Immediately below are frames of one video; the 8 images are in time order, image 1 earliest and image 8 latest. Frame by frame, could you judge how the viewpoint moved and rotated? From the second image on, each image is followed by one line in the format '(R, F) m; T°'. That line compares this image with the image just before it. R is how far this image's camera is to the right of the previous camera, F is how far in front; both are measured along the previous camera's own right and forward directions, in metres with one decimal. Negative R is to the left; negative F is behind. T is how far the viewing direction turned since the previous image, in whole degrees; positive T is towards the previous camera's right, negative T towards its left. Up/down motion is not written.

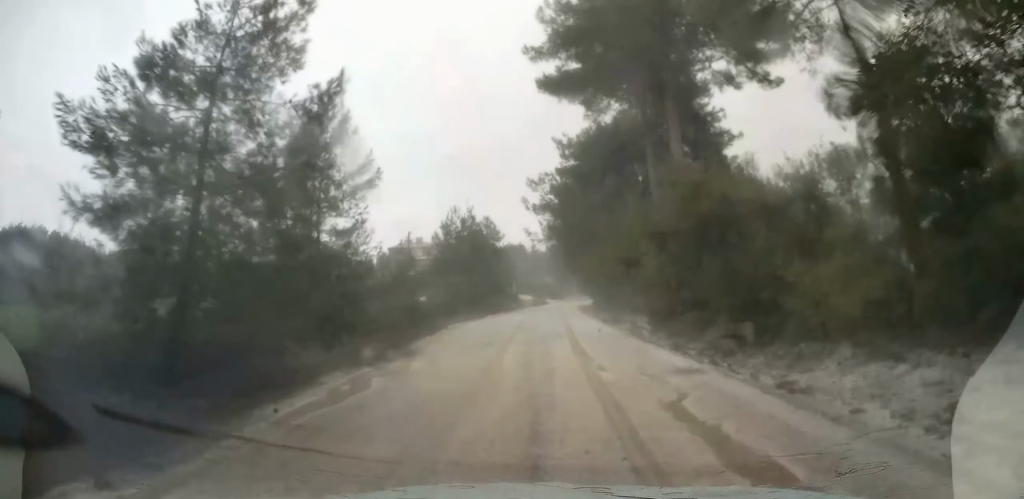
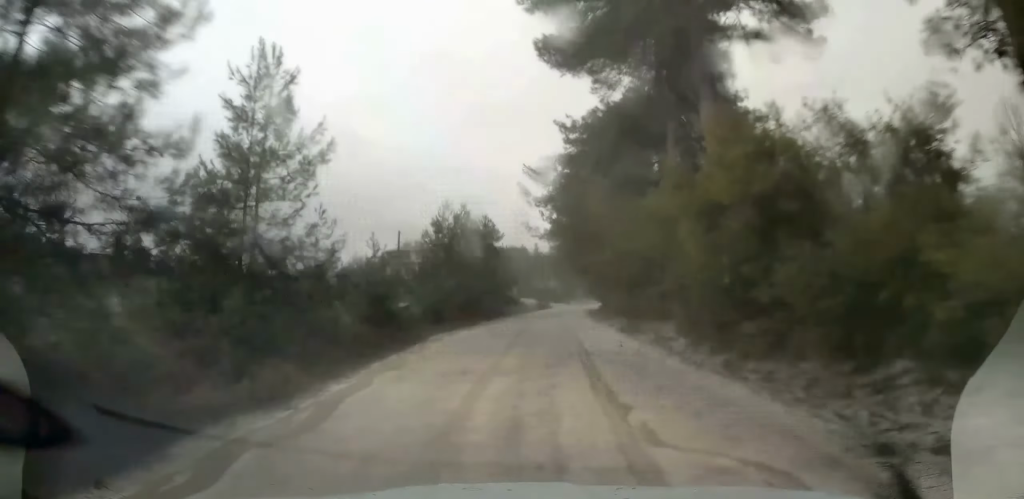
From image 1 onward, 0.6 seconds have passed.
(-0.1, +4.9) m; -1°
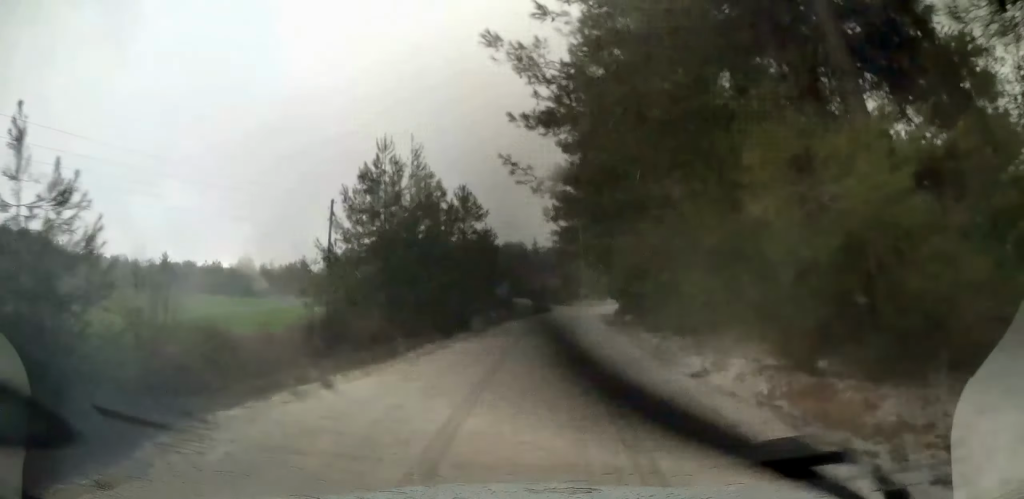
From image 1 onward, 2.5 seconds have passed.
(-0.1, +17.0) m; +1°
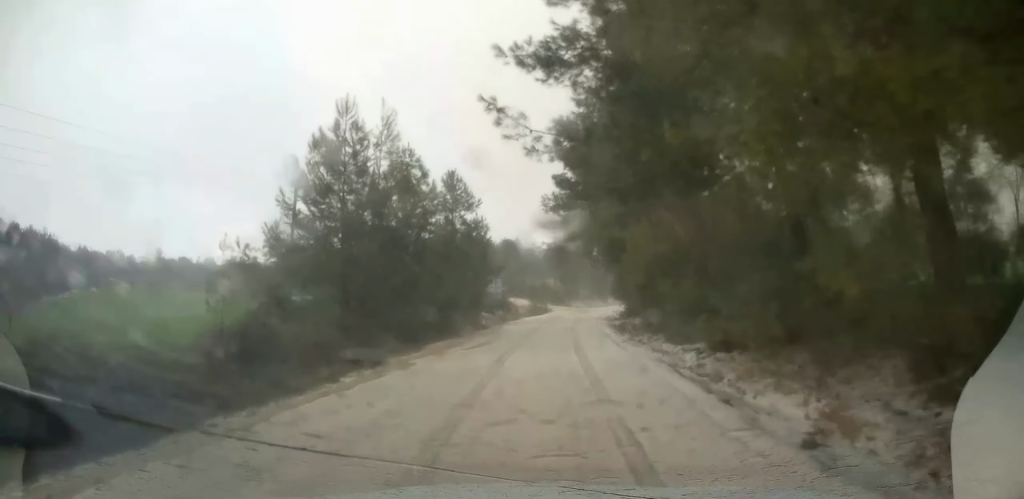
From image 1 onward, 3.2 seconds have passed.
(0.0, +5.5) m; +1°
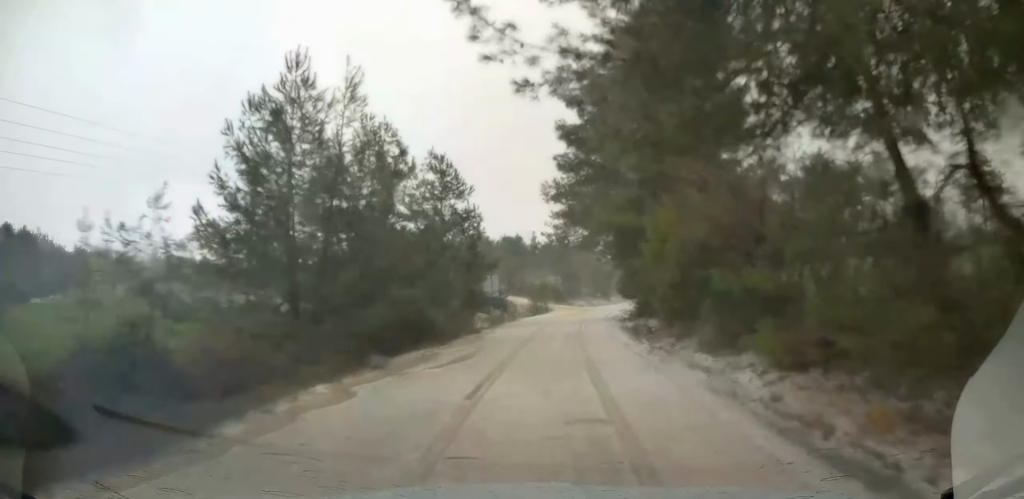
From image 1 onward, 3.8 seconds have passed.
(+0.1, +4.6) m; 0°
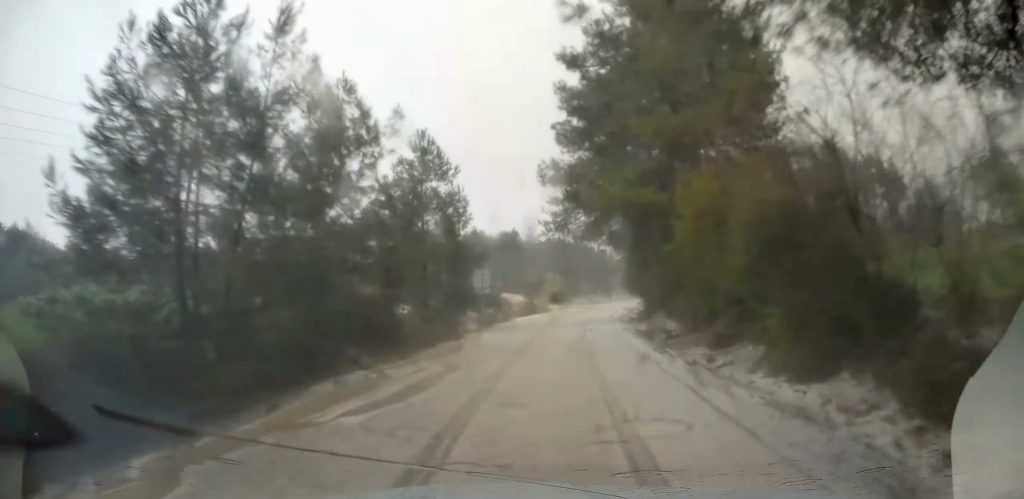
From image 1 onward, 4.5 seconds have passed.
(-0.1, +5.0) m; -1°
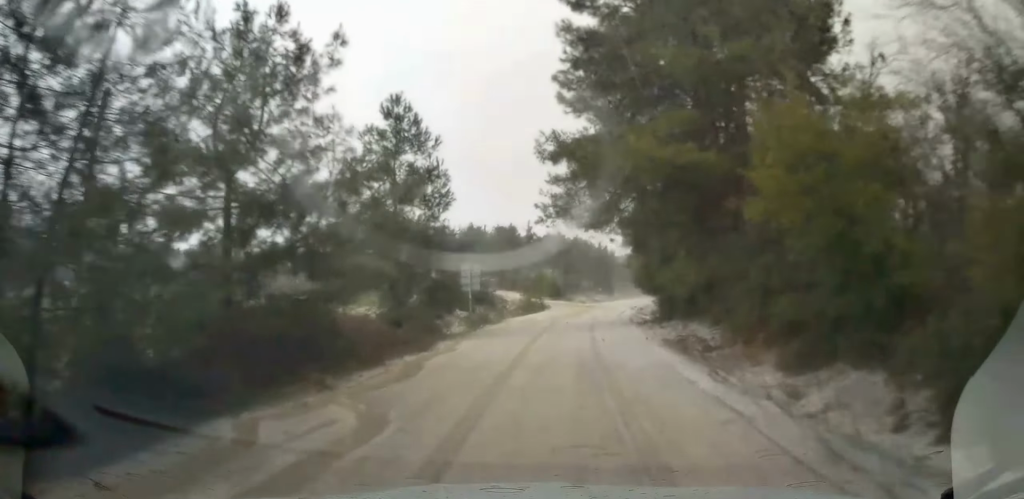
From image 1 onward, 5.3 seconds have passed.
(-0.1, +5.4) m; 0°
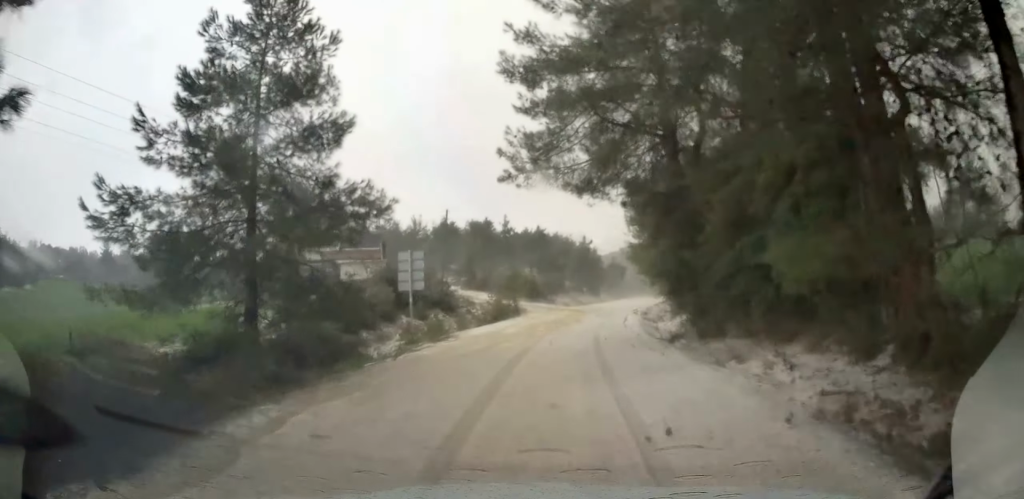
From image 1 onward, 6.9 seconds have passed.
(+0.4, +11.0) m; +1°
